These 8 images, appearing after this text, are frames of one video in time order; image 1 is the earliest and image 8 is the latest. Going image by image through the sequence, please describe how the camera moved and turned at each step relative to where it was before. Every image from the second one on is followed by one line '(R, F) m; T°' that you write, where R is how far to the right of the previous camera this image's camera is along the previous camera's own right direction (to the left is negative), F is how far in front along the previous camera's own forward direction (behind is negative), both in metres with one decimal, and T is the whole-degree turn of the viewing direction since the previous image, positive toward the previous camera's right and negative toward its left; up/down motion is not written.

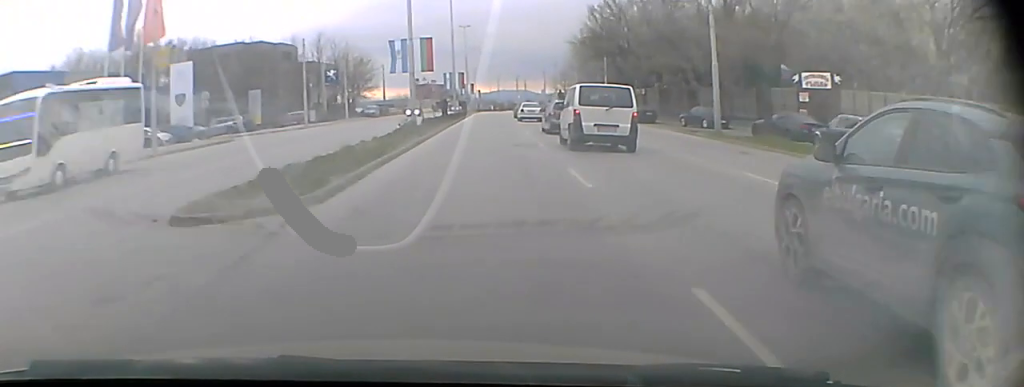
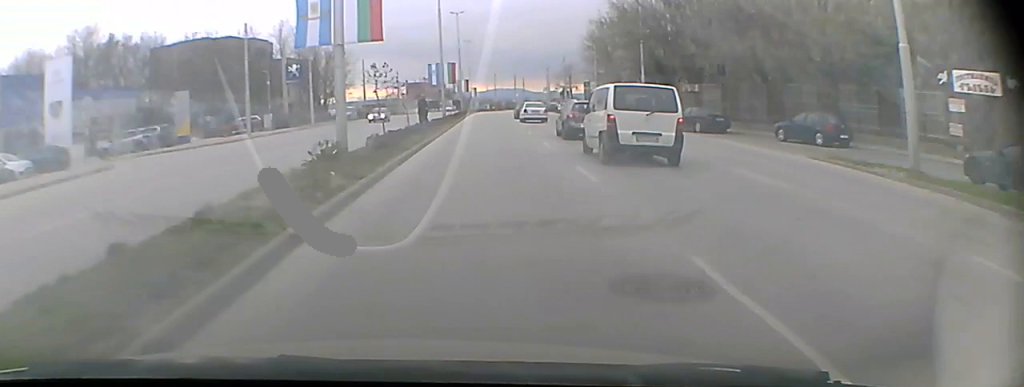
(0.0, +15.2) m; +1°
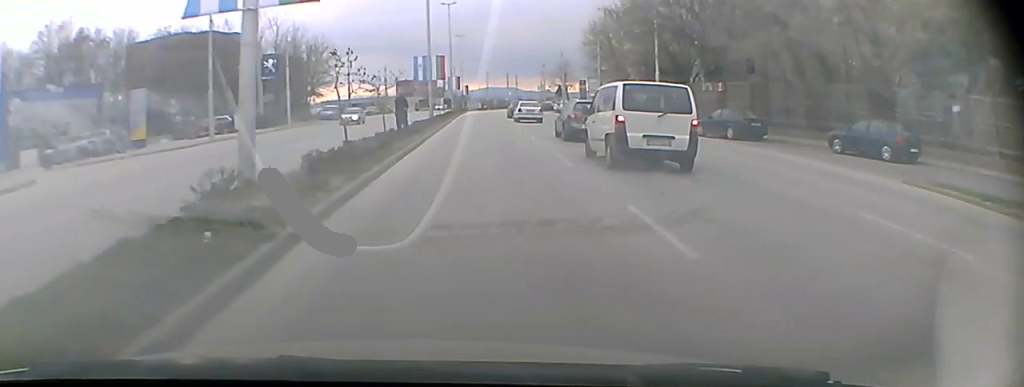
(0.0, +7.7) m; 0°
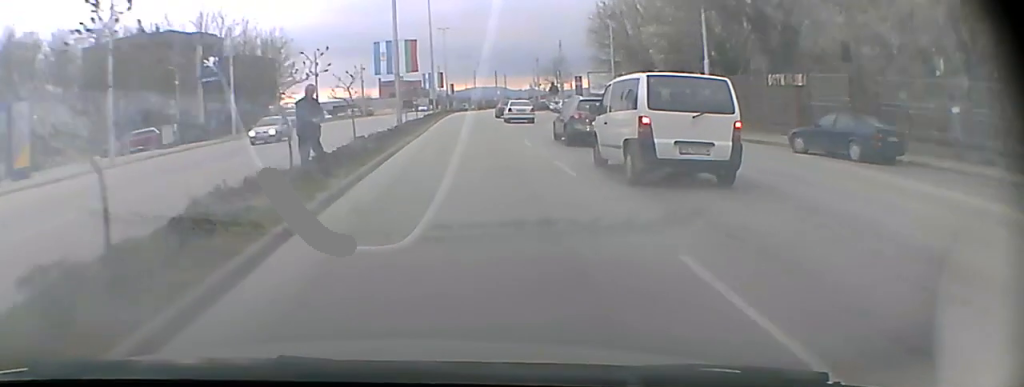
(+0.1, +12.5) m; +1°
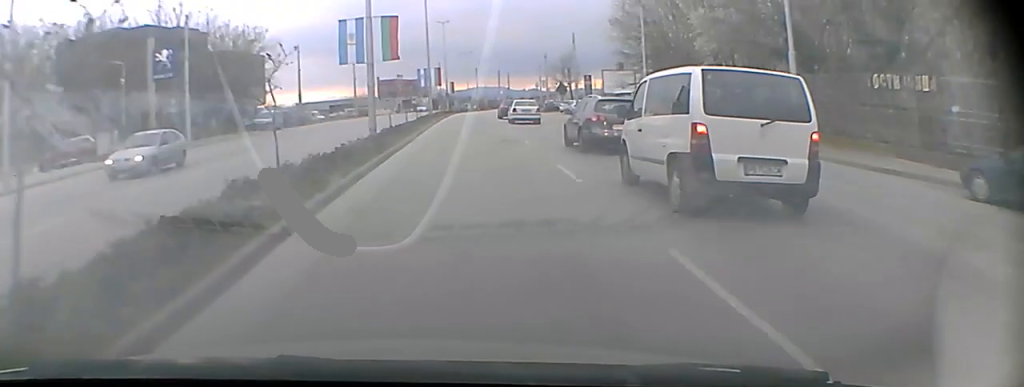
(+0.1, +9.4) m; 0°
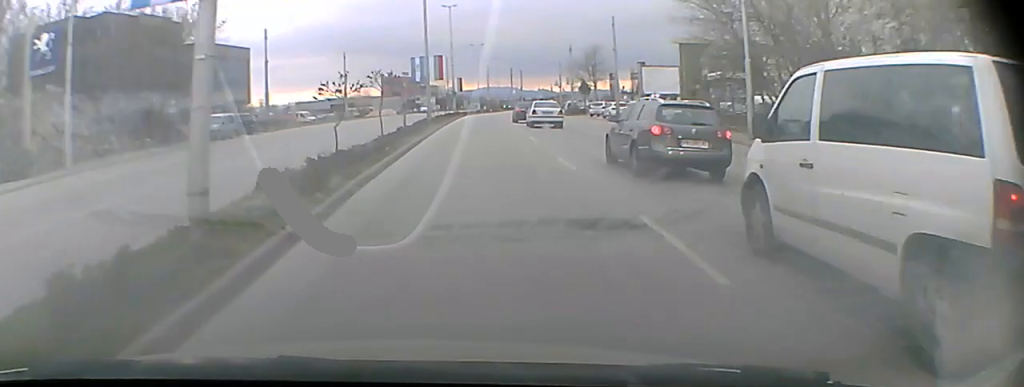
(0.0, +15.8) m; 0°
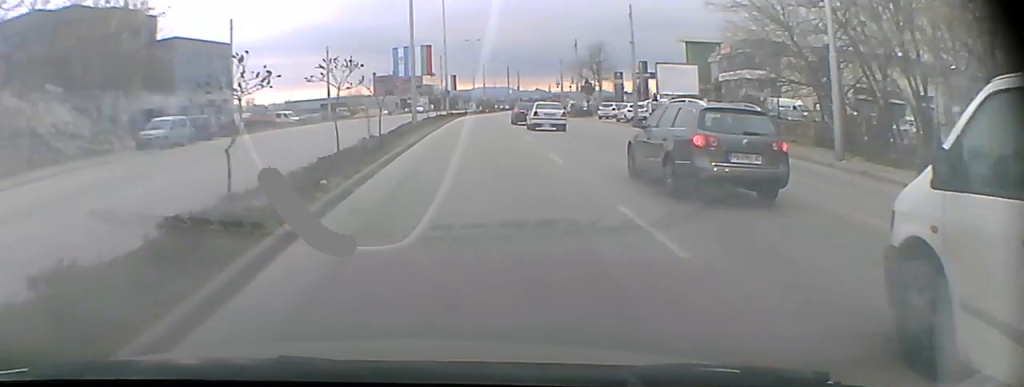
(0.0, +7.9) m; 0°
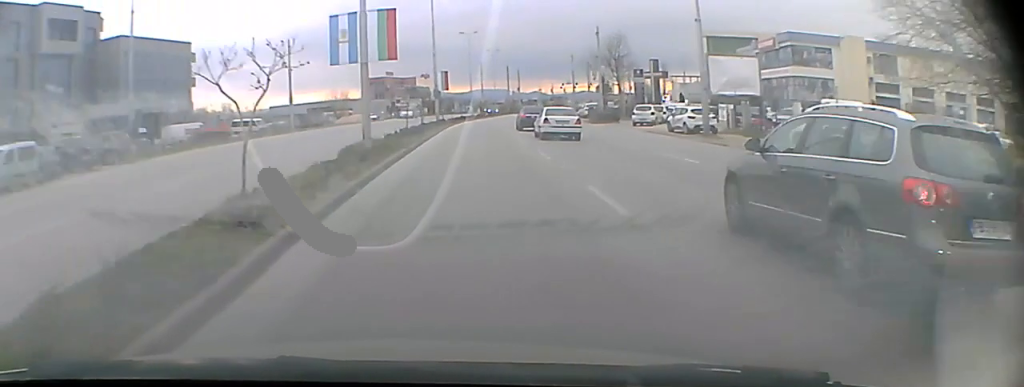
(0.0, +15.8) m; 0°
